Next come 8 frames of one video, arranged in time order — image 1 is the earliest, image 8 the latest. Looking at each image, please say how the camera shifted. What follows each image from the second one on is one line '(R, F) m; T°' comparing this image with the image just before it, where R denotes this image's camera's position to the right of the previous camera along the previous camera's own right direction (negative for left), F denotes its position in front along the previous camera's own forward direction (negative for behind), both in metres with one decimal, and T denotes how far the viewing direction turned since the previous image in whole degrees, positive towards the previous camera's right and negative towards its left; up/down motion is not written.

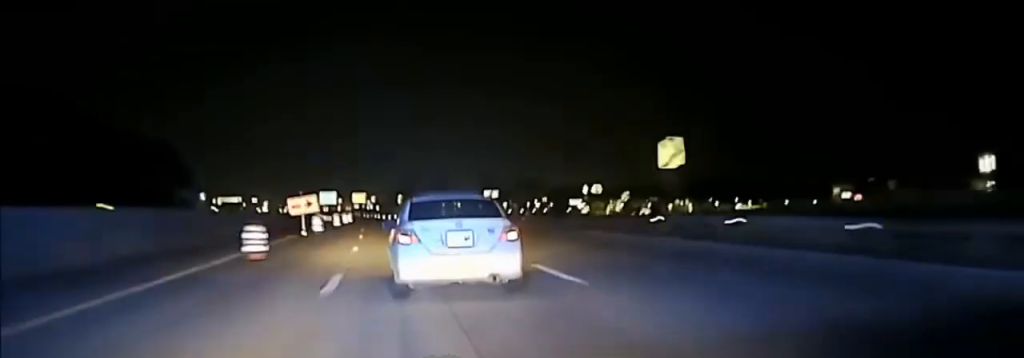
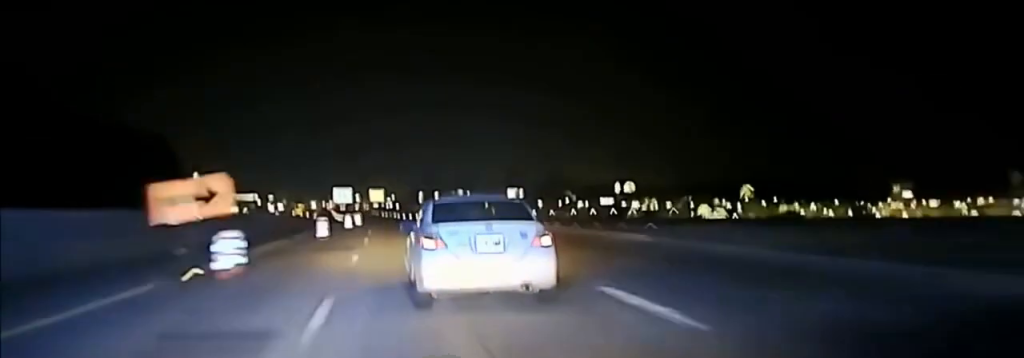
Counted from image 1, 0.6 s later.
(-0.5, +31.5) m; -1°
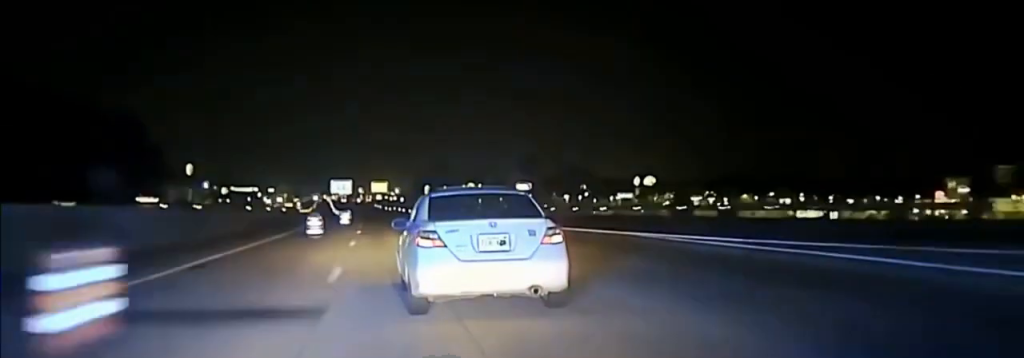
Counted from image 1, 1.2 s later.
(-0.1, +29.6) m; -1°
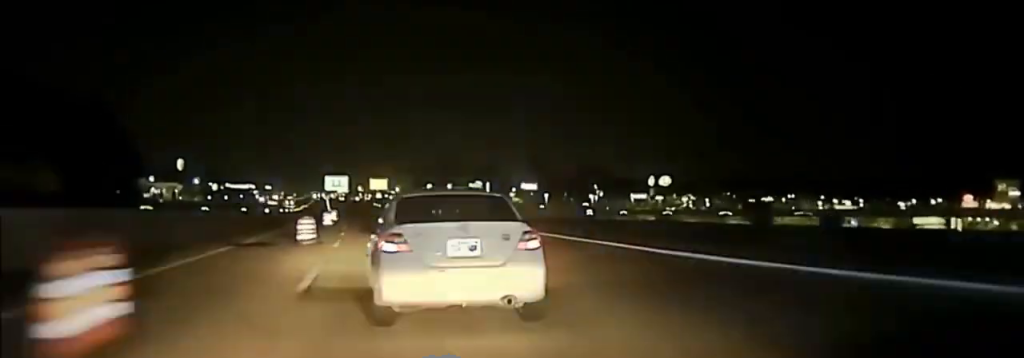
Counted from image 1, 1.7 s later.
(+0.1, +23.9) m; 0°
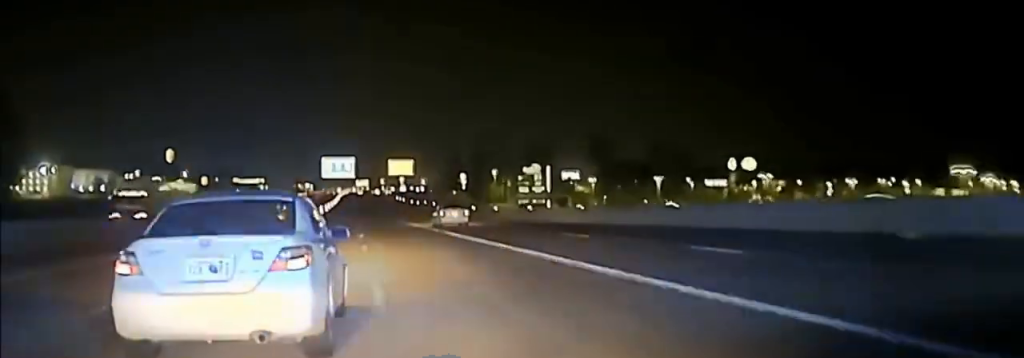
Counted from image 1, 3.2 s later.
(-0.9, +74.4) m; -1°
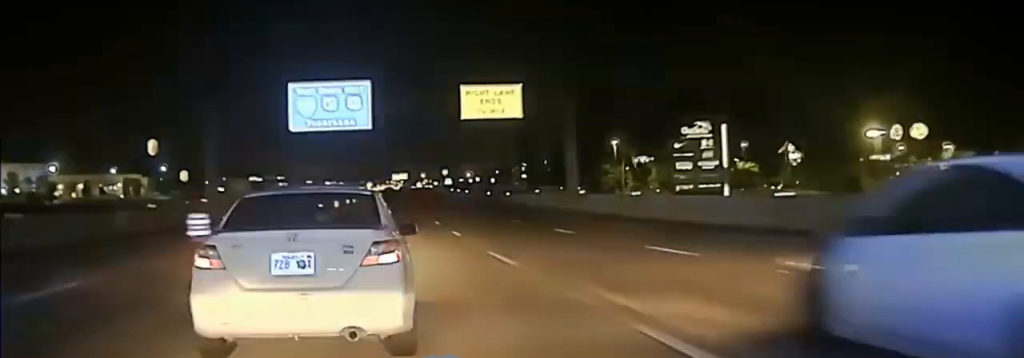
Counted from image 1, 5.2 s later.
(-2.4, +95.0) m; -3°
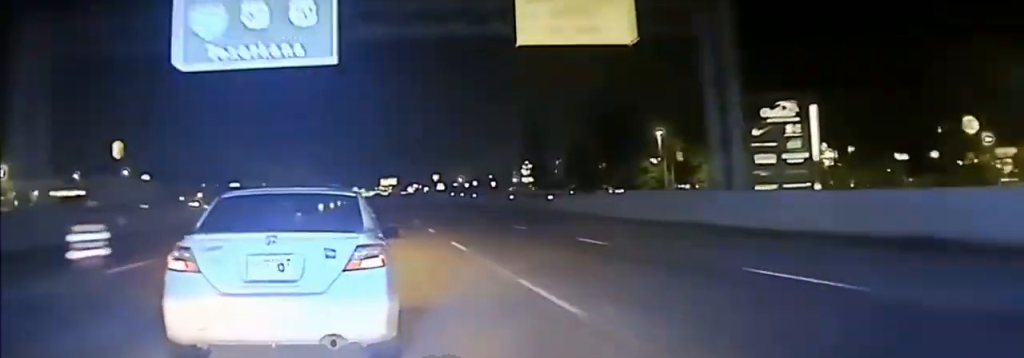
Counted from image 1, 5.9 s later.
(-0.2, +33.5) m; 0°
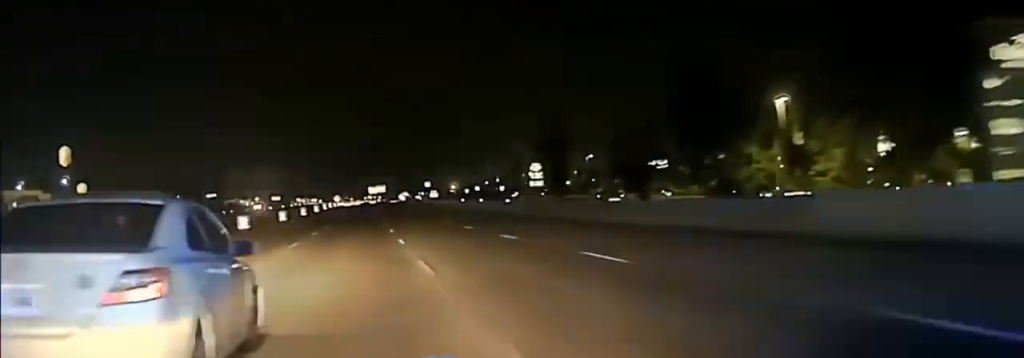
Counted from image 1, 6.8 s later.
(-0.2, +43.4) m; +1°
